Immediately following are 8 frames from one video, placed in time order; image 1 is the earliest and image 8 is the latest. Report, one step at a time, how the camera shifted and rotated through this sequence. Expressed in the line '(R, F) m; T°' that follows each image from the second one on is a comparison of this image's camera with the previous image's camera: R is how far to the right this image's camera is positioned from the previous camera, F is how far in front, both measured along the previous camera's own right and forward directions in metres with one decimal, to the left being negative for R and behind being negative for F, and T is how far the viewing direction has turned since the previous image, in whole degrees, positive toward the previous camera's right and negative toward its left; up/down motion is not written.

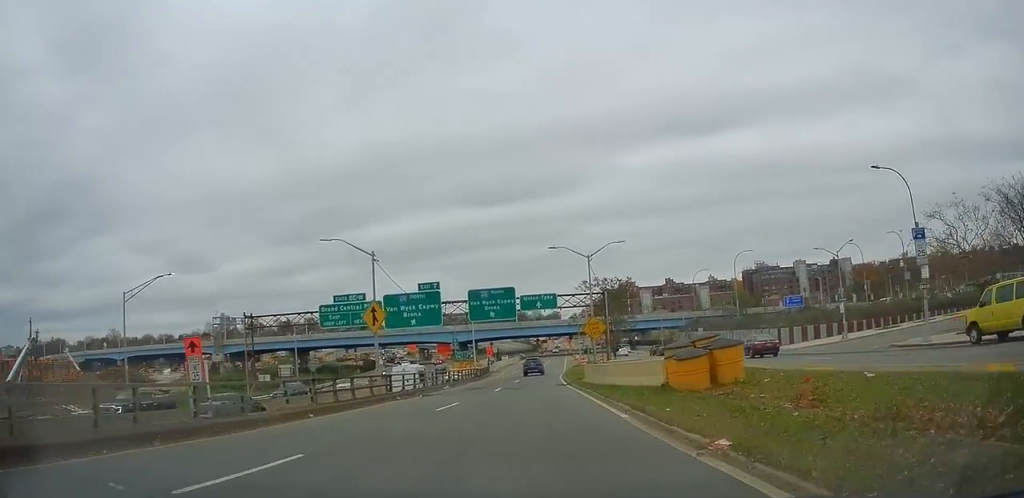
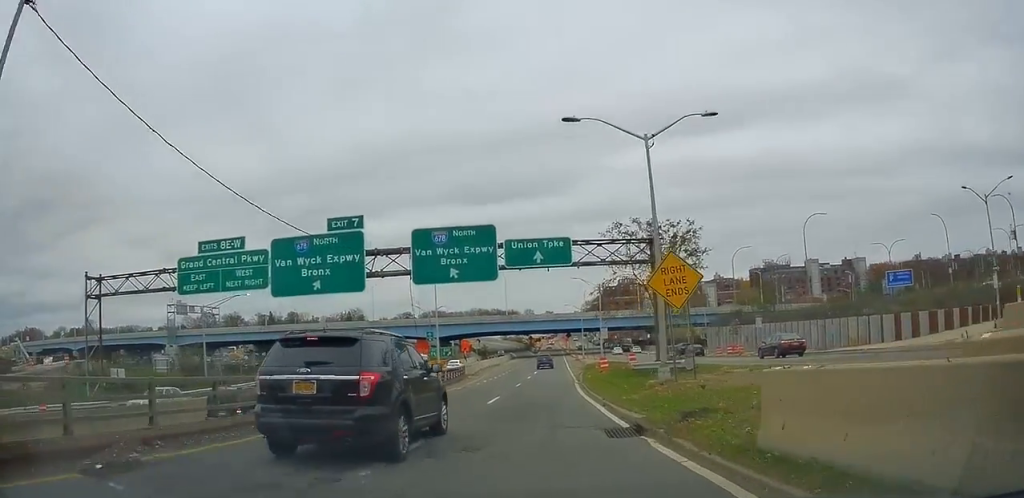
(+0.2, +22.1) m; -1°
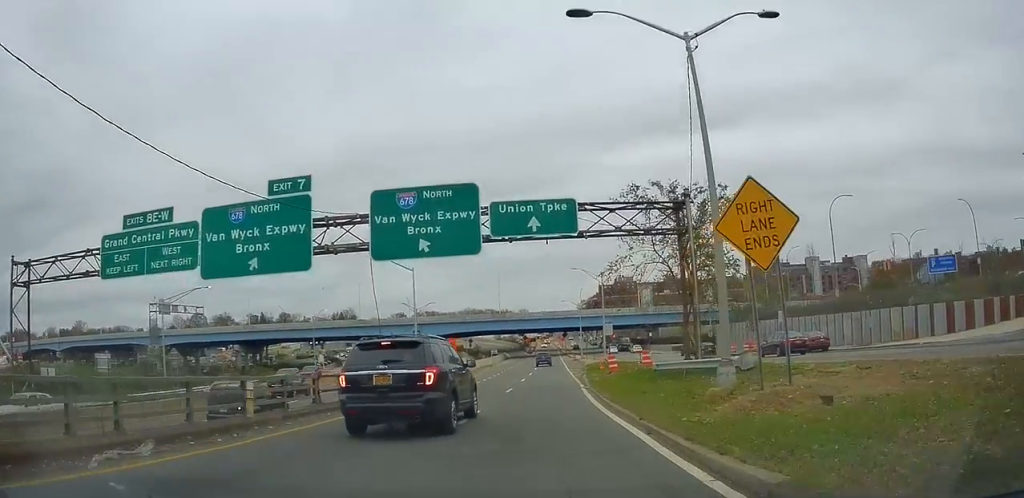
(-0.3, +6.5) m; 0°
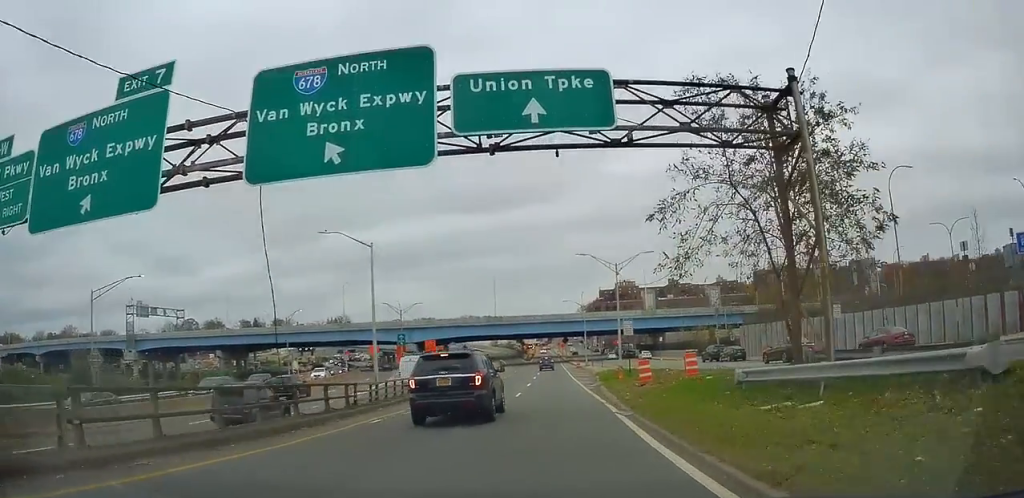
(+0.1, +9.9) m; +1°
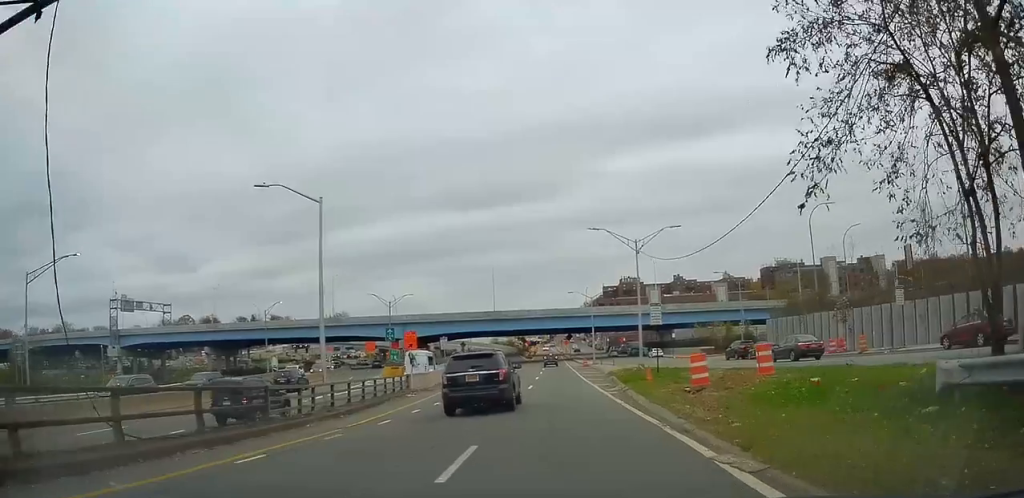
(0.0, +7.4) m; +2°
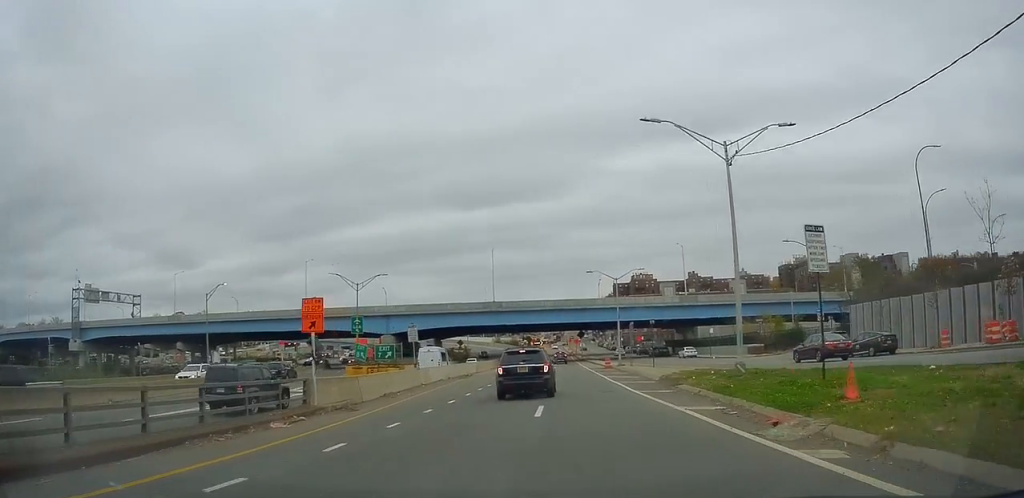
(+0.3, +15.4) m; -1°
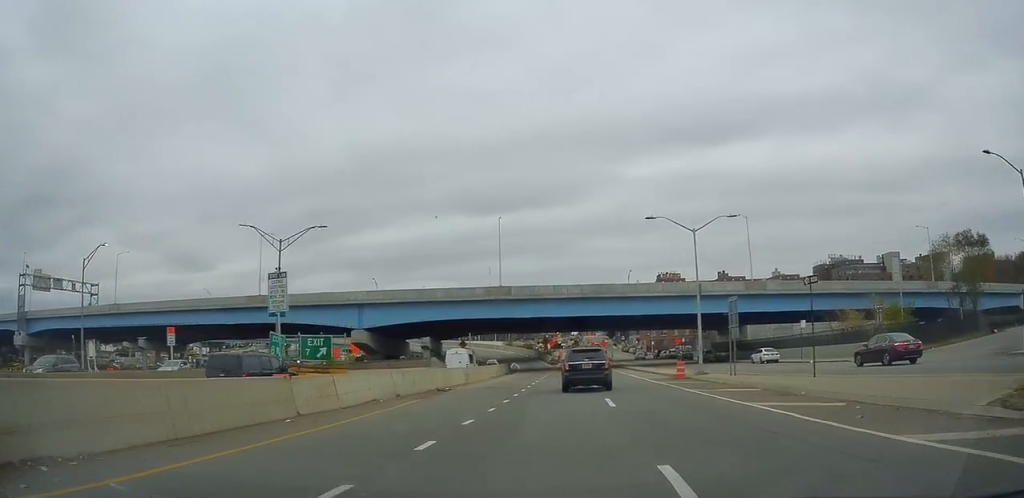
(-0.3, +20.7) m; 0°
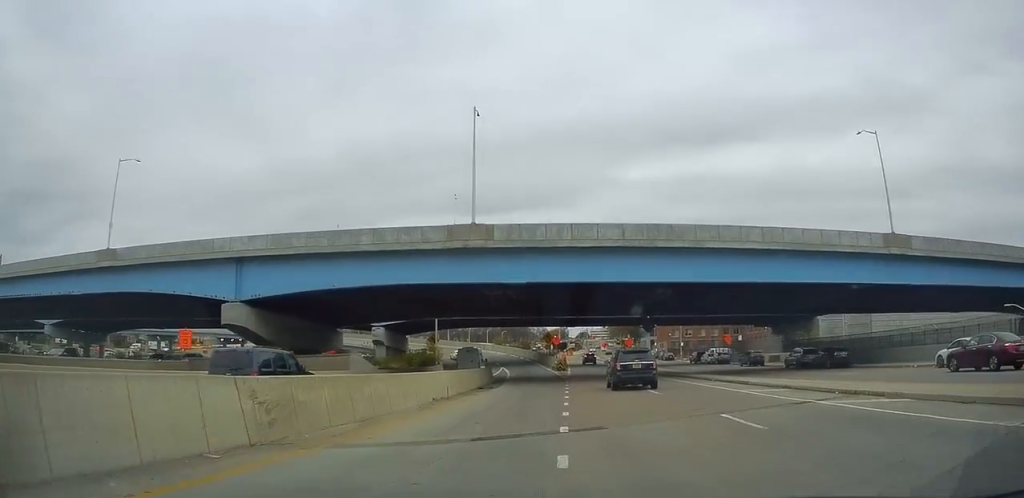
(-0.4, +29.3) m; -2°
